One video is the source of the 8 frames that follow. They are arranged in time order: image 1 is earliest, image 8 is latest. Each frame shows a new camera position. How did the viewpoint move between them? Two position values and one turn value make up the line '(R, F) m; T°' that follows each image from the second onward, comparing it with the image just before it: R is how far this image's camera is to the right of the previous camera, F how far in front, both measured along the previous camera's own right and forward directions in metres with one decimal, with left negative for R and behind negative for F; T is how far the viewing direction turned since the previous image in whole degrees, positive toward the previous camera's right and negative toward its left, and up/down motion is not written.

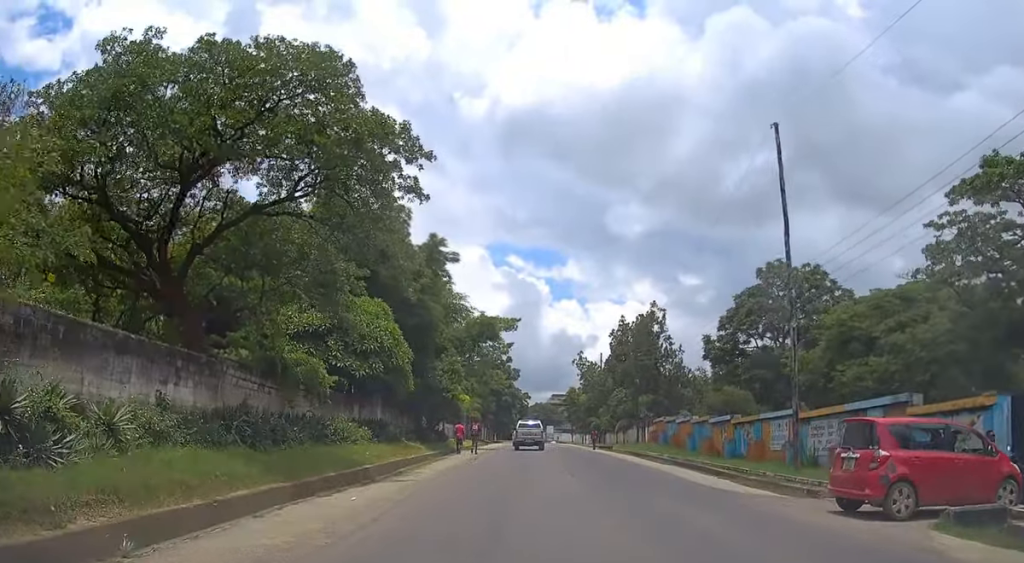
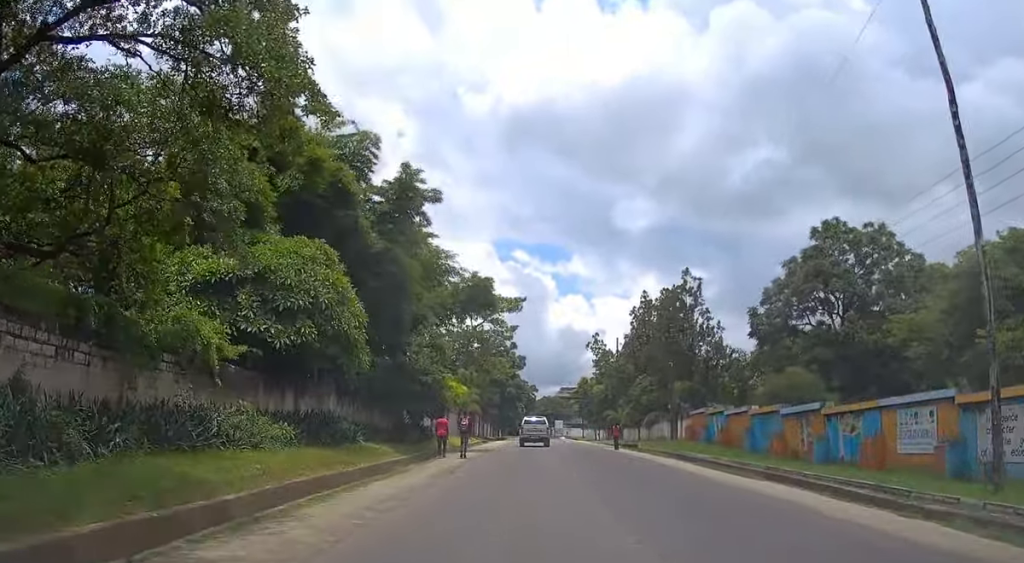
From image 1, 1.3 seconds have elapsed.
(0.0, +11.2) m; -1°
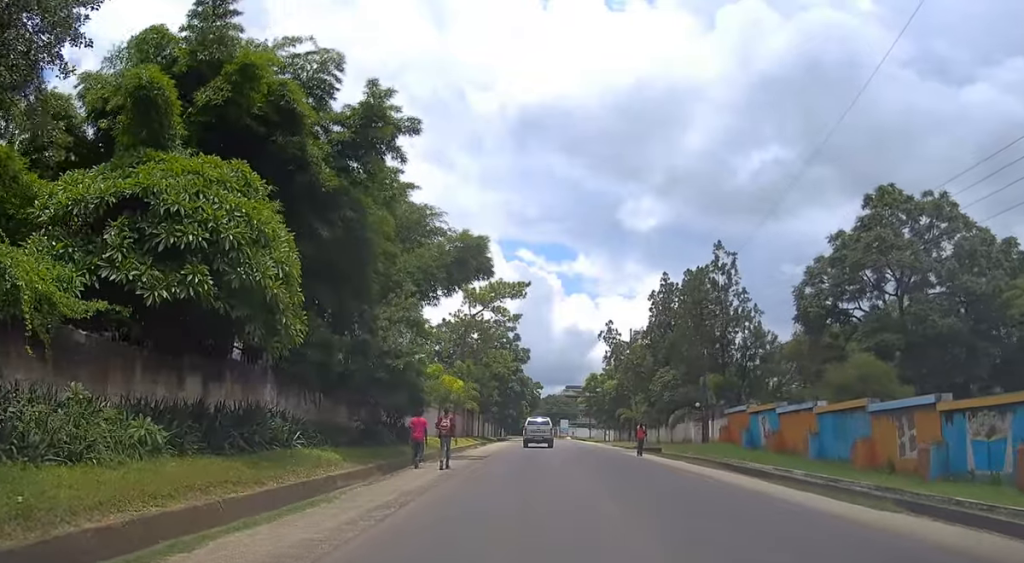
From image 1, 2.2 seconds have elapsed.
(-0.1, +7.8) m; 0°
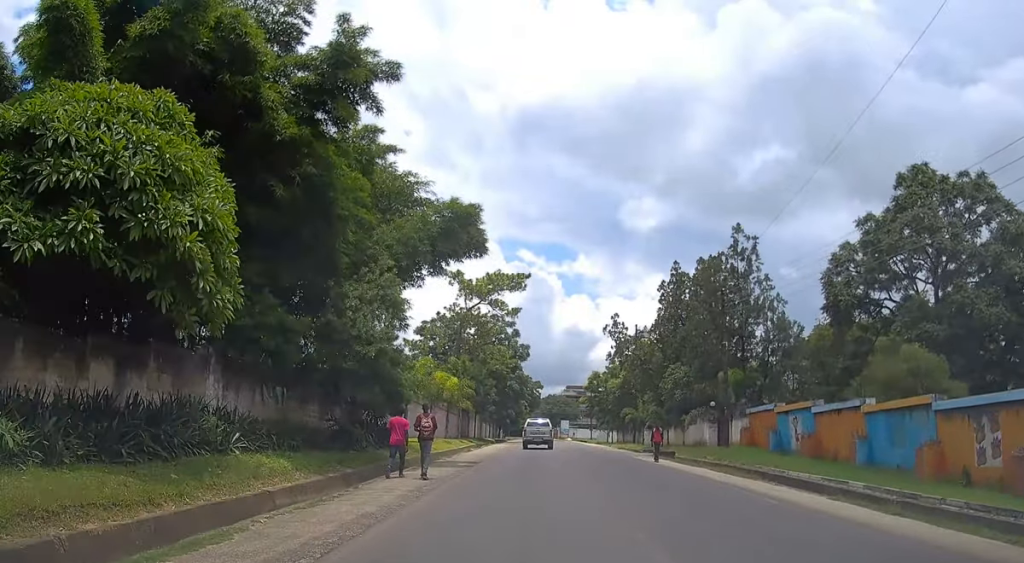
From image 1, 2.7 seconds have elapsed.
(0.0, +4.2) m; 0°
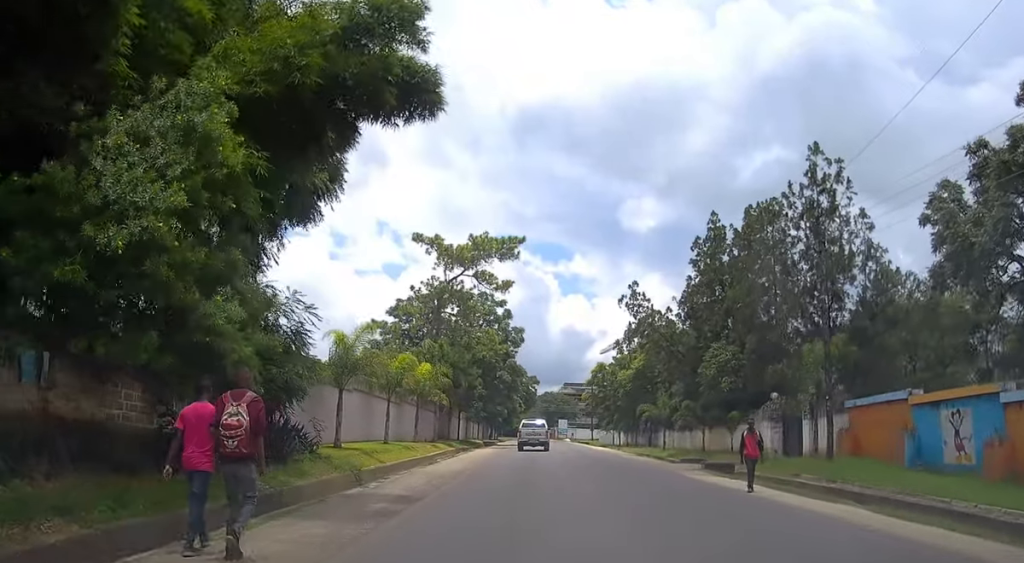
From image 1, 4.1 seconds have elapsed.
(-0.1, +12.3) m; 0°
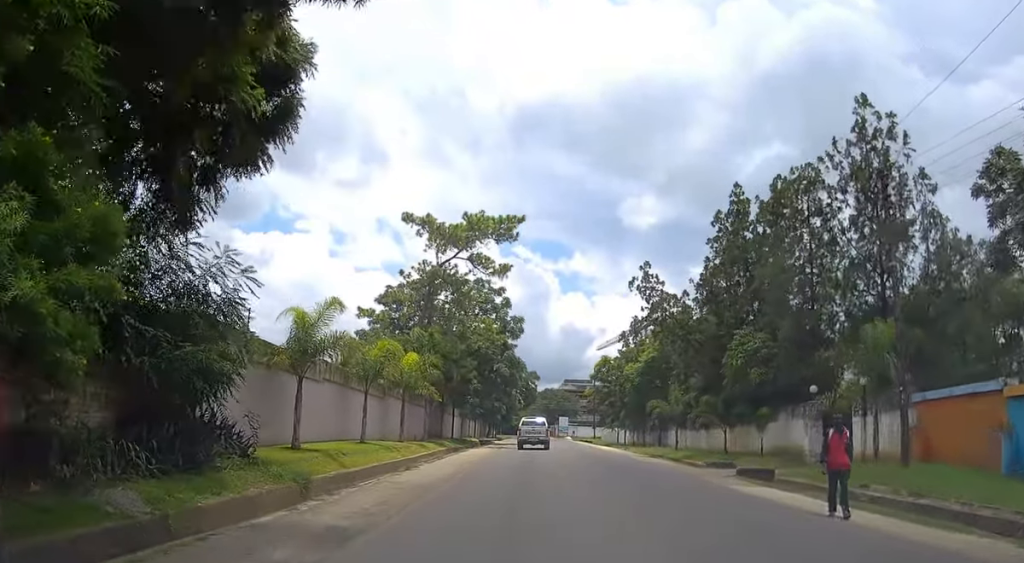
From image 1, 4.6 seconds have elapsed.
(0.0, +4.6) m; 0°
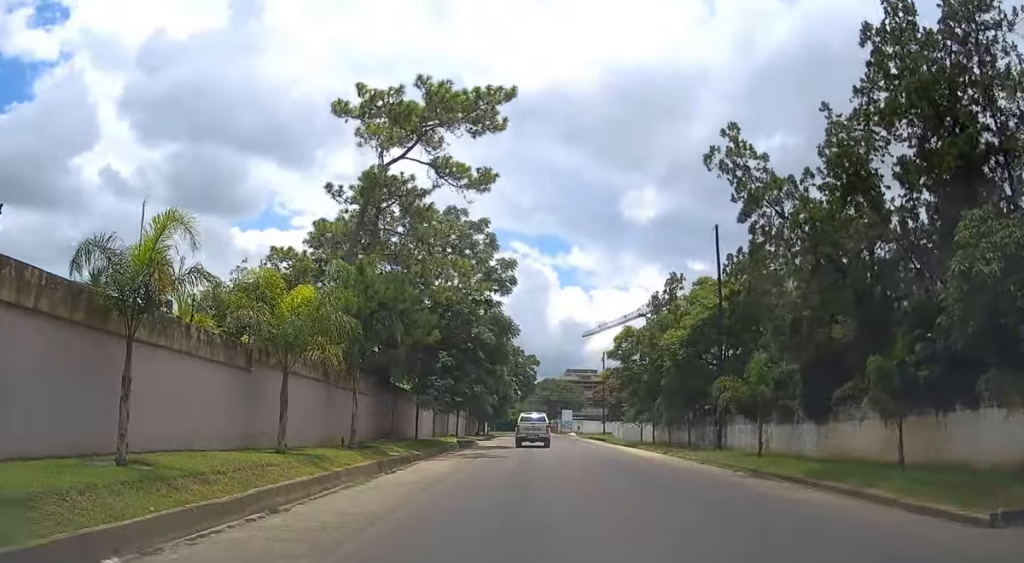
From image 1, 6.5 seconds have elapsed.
(+0.4, +17.8) m; +1°
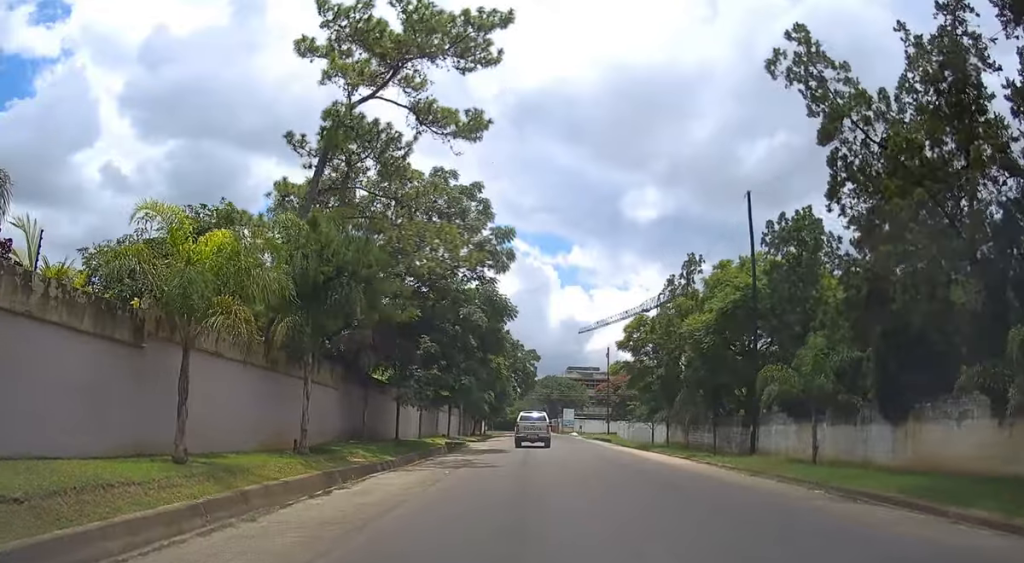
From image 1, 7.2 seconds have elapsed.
(-0.1, +5.9) m; 0°
